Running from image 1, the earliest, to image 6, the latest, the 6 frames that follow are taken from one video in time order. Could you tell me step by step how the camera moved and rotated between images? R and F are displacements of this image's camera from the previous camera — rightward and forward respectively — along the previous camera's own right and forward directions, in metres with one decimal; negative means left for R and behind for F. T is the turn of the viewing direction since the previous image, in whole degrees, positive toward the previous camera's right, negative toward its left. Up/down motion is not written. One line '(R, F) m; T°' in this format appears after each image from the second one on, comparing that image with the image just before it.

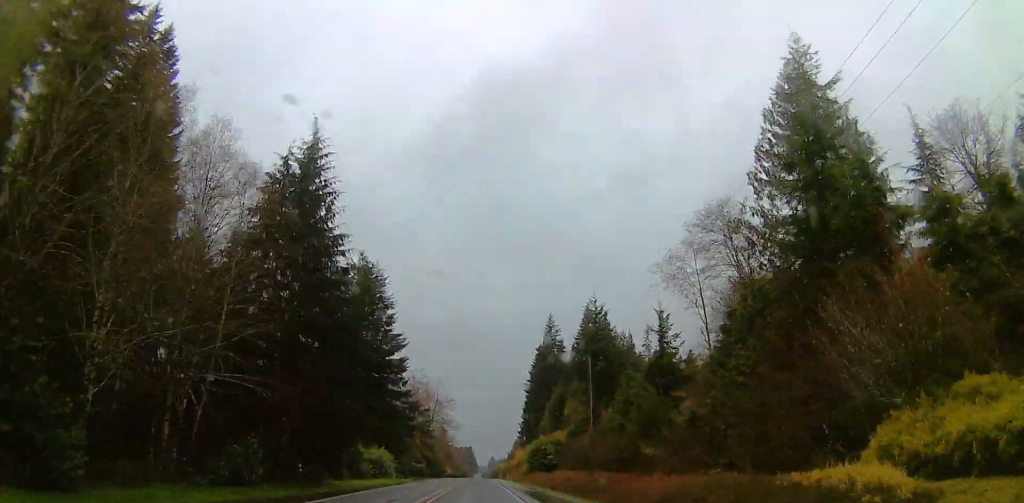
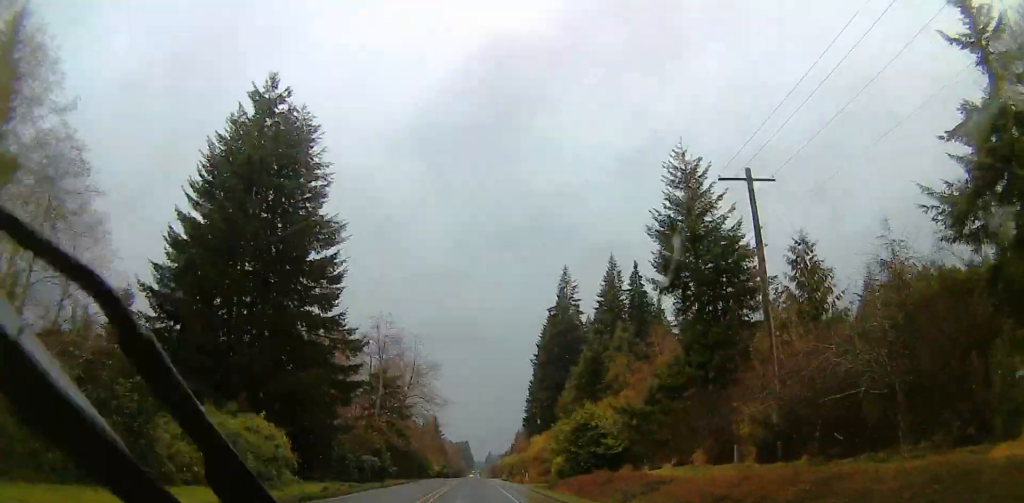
(0.0, +42.1) m; +2°
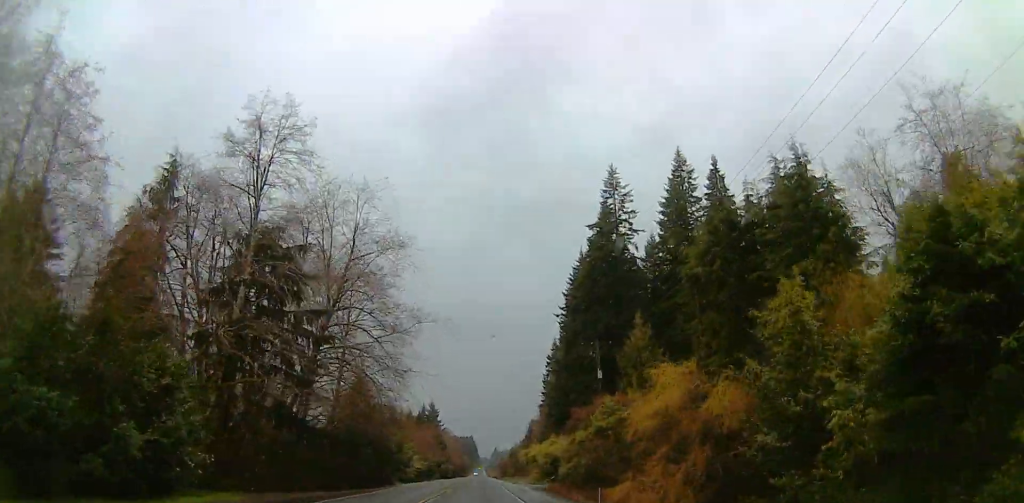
(-1.0, +56.2) m; -1°
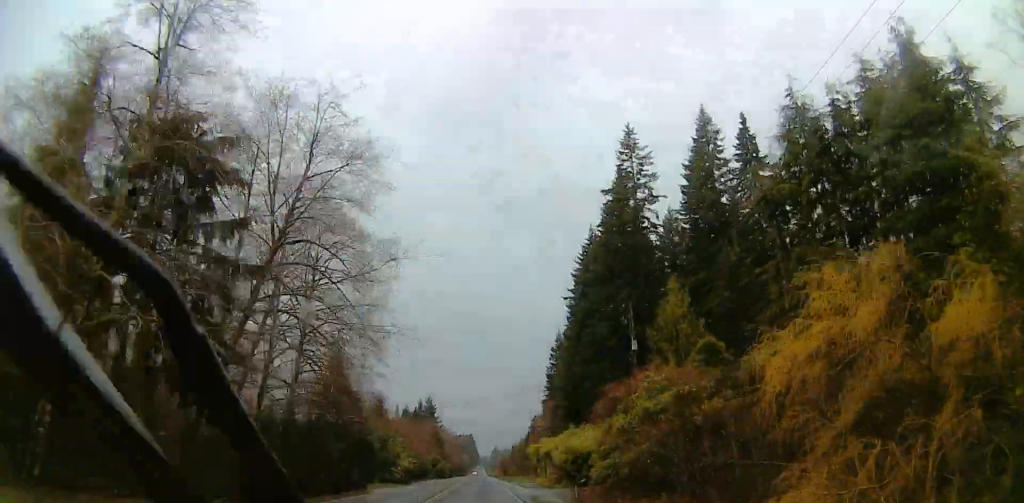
(0.0, +16.9) m; +1°
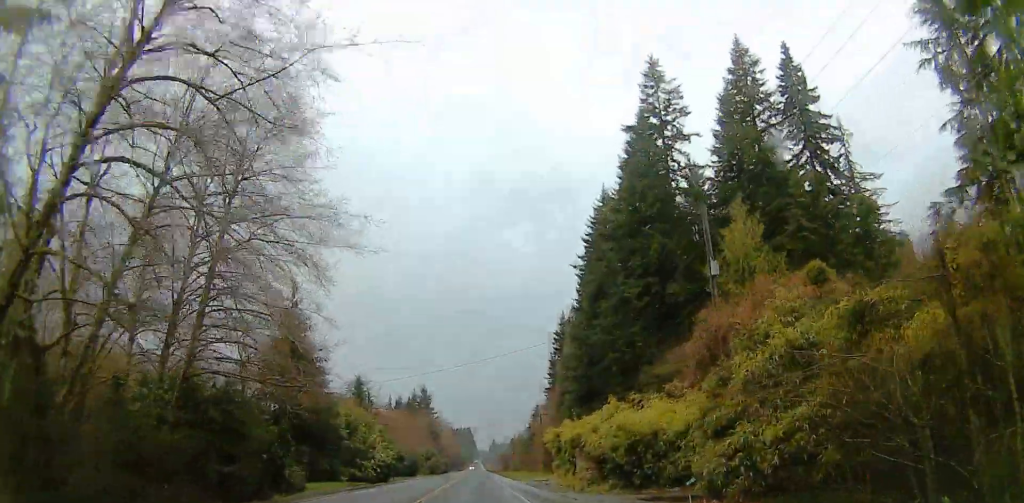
(+1.0, +20.9) m; 0°
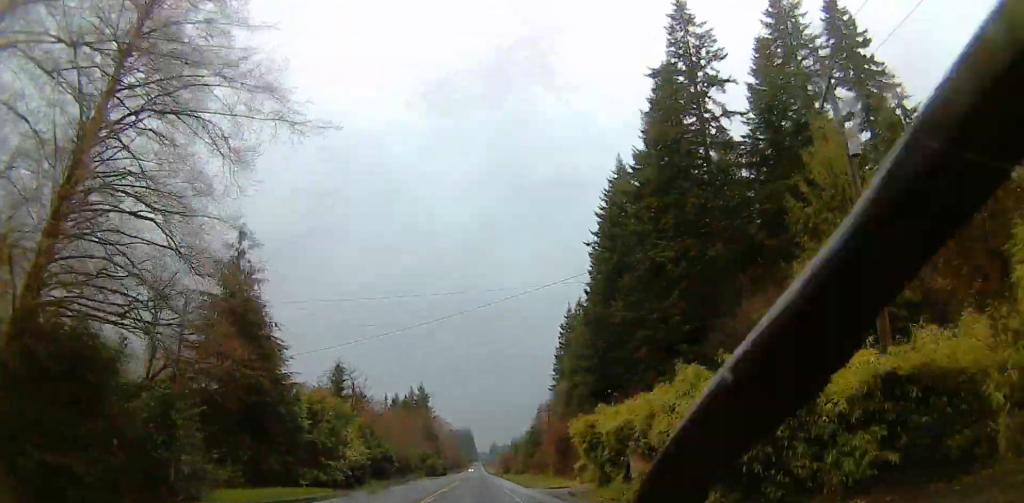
(-0.5, +15.3) m; -1°
